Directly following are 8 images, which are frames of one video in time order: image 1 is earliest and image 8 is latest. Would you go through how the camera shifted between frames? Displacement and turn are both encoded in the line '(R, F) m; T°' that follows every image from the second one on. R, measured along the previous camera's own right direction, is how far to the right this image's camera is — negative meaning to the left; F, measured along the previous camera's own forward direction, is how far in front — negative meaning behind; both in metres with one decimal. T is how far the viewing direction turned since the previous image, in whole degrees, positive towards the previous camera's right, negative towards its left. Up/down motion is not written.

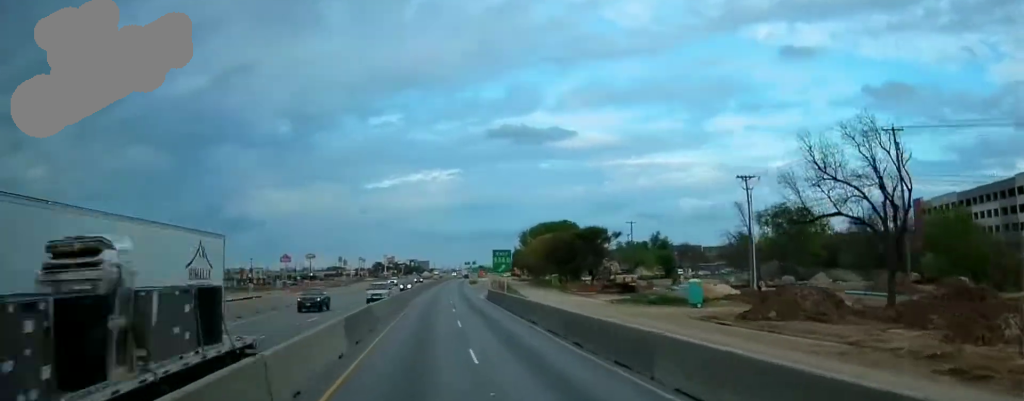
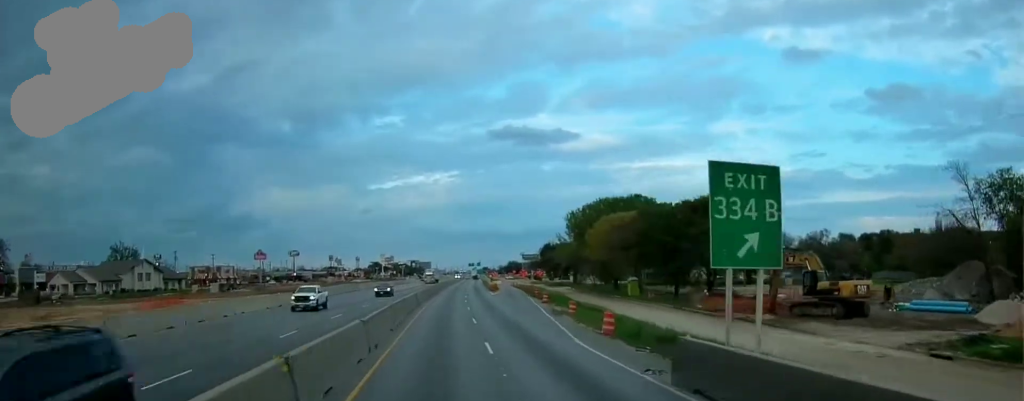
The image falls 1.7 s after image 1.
(+0.6, +47.0) m; +1°
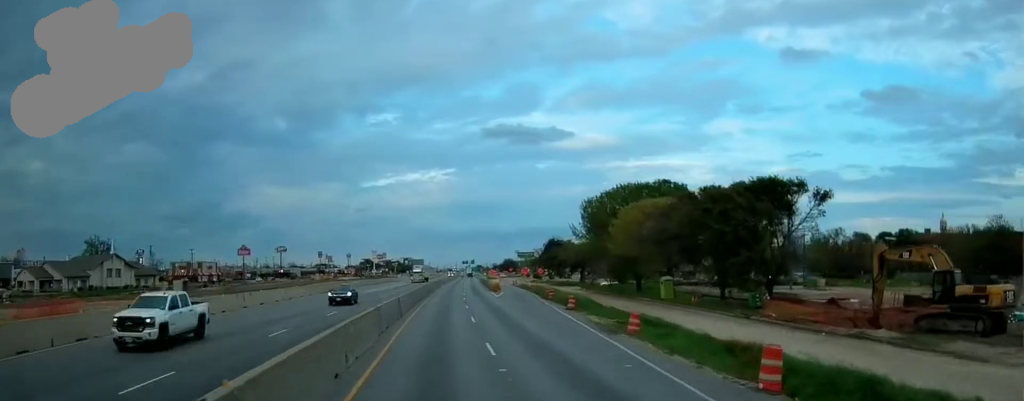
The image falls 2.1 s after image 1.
(-0.1, +13.1) m; 0°
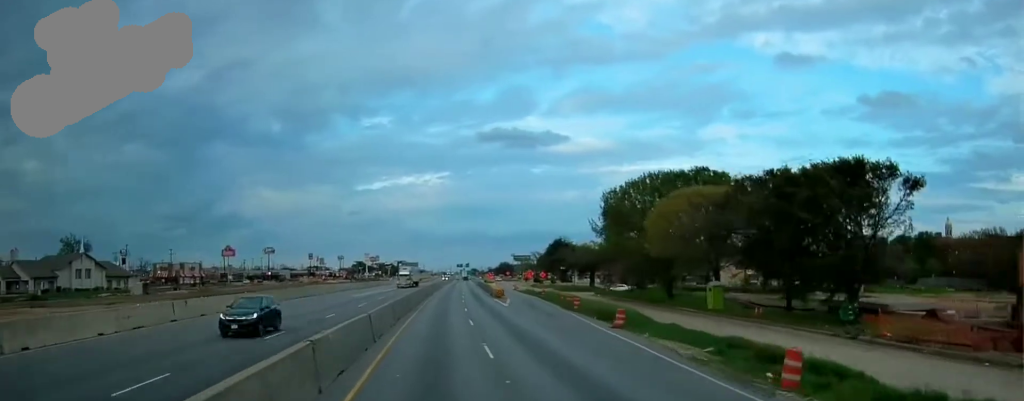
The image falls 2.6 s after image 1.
(+0.1, +12.3) m; 0°
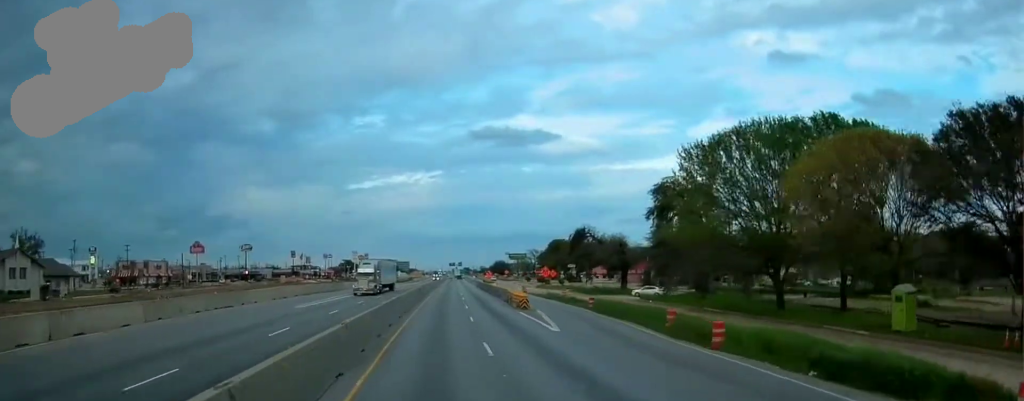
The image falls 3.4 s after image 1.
(+0.1, +22.7) m; 0°
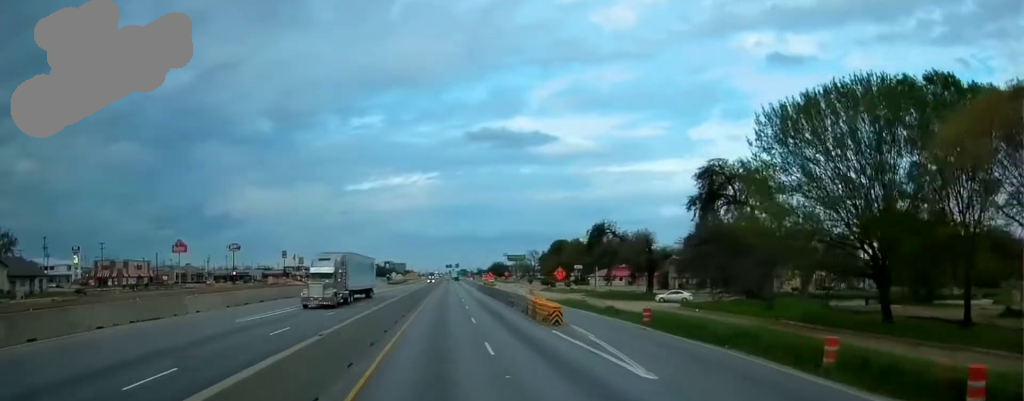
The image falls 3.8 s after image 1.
(+0.1, +12.4) m; 0°
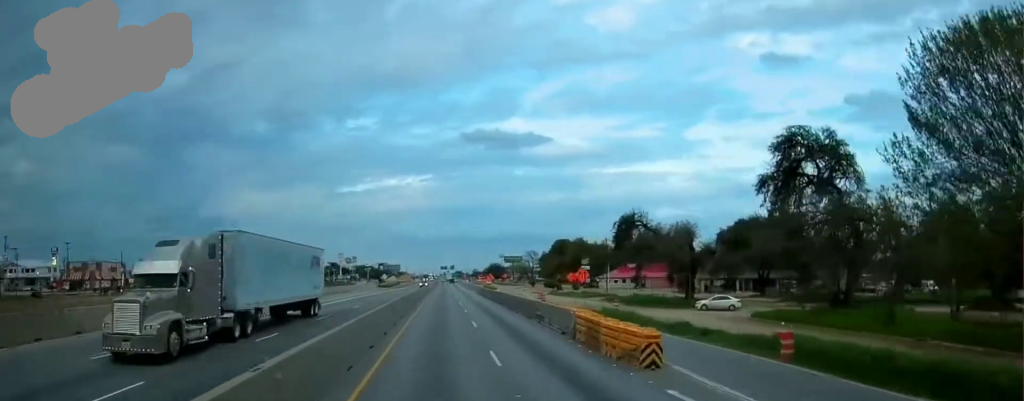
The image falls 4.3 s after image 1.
(+0.1, +14.3) m; 0°
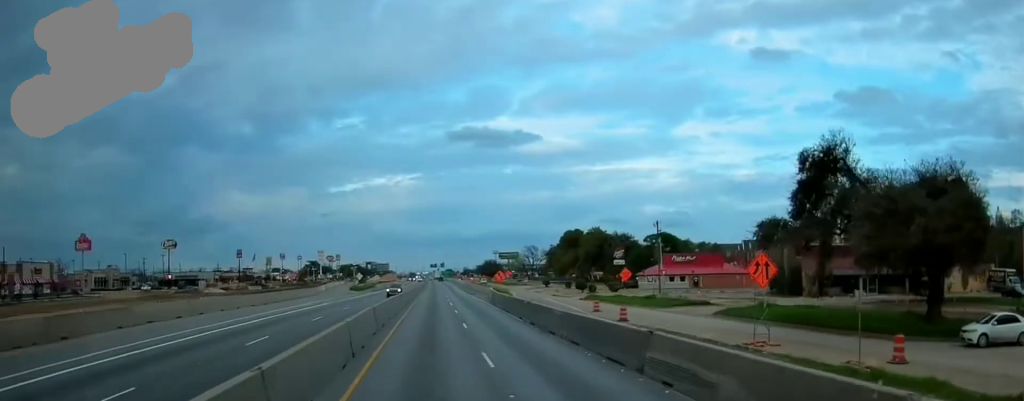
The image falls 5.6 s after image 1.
(-0.4, +38.0) m; +1°
